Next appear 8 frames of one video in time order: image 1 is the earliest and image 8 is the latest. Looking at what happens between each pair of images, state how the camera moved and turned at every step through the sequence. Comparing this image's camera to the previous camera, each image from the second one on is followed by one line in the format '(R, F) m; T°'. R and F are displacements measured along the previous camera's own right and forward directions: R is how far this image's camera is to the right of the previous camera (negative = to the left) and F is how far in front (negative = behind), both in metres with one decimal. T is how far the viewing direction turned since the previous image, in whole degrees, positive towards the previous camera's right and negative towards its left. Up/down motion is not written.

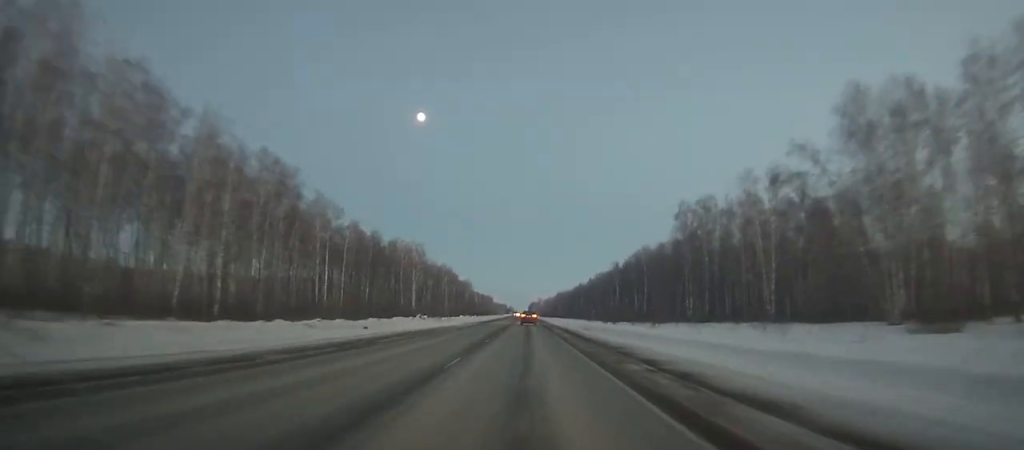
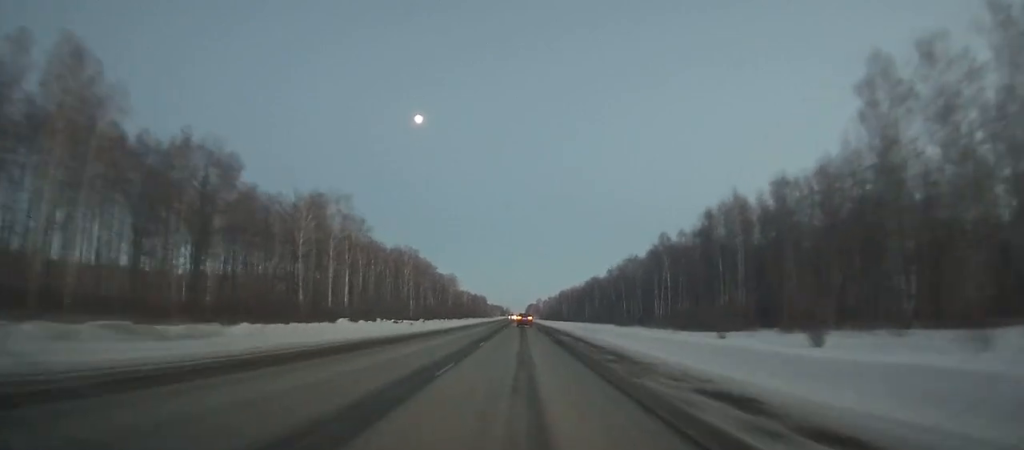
(-0.2, +73.7) m; 0°
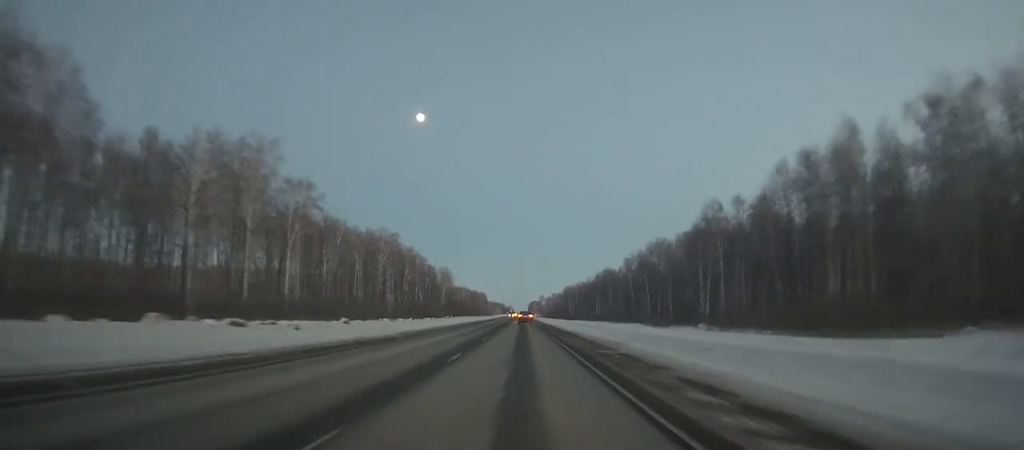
(-0.2, +33.2) m; 0°
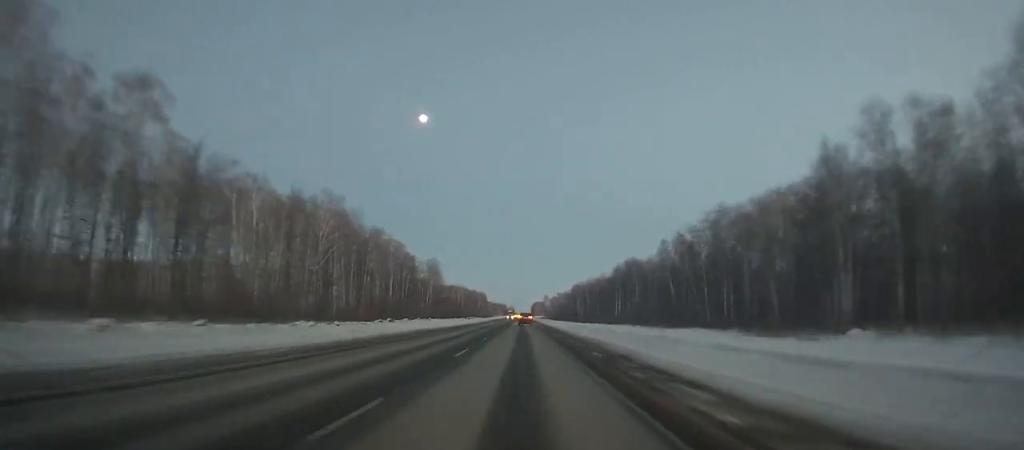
(-0.1, +46.0) m; 0°
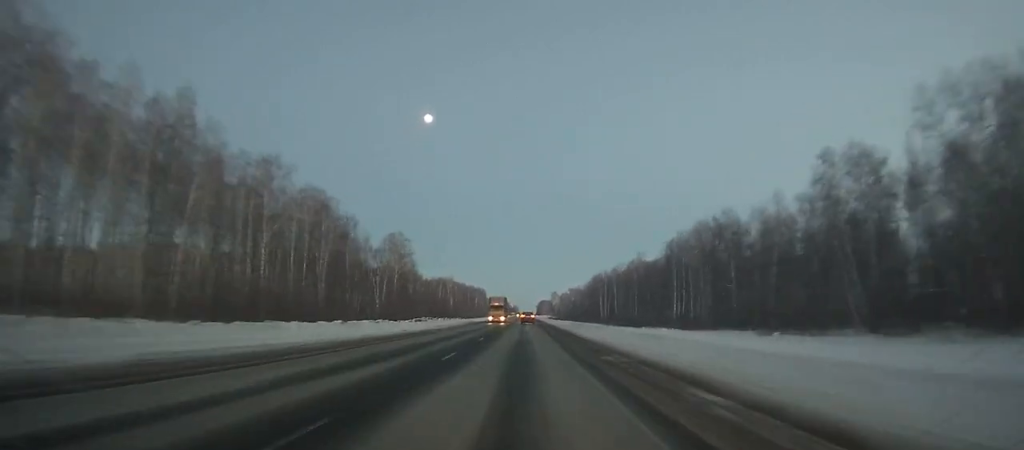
(0.0, +74.3) m; 0°
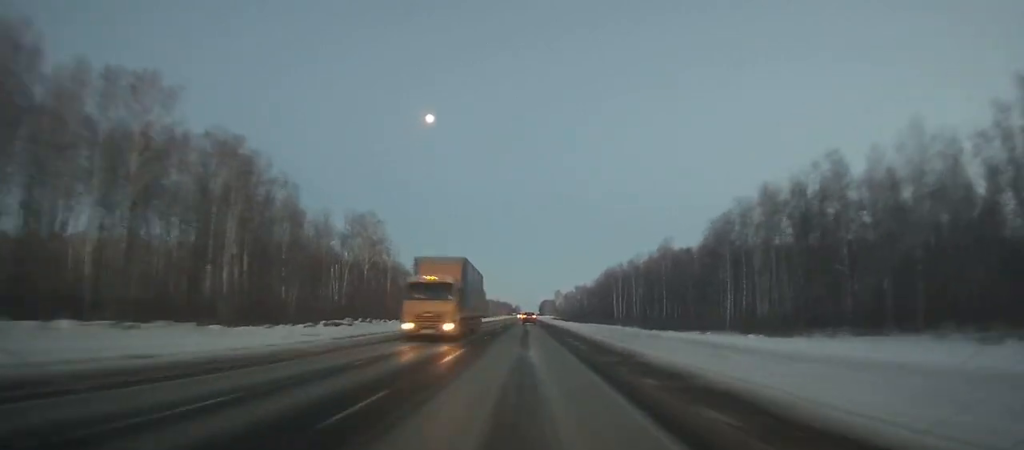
(-0.1, +33.5) m; 0°
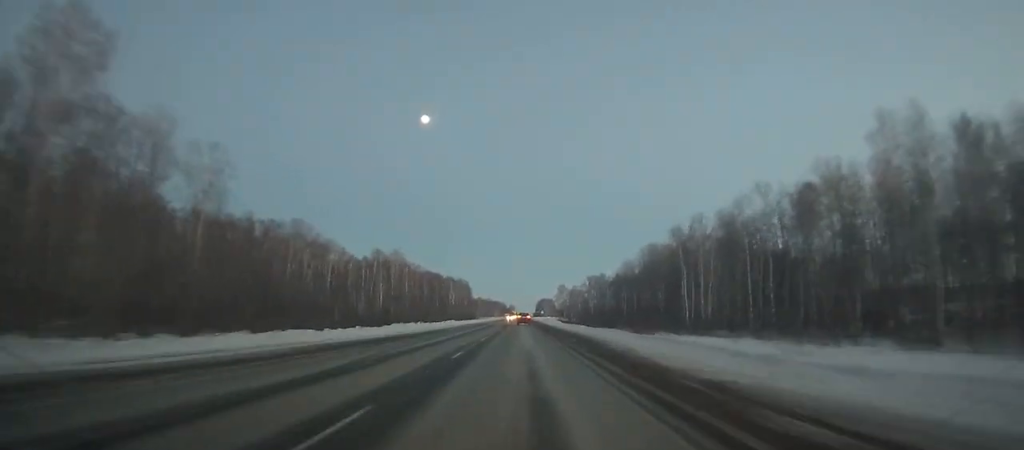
(-0.1, +95.4) m; 0°
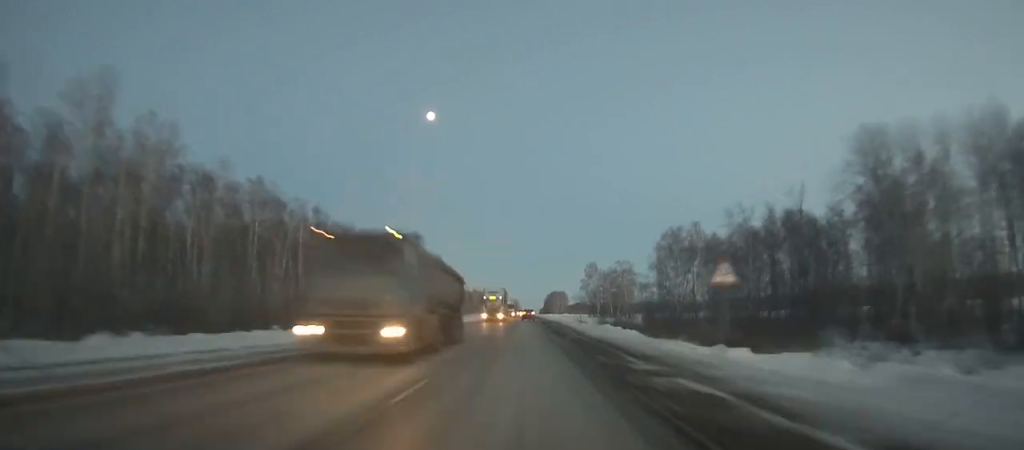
(-0.1, +140.8) m; 0°
